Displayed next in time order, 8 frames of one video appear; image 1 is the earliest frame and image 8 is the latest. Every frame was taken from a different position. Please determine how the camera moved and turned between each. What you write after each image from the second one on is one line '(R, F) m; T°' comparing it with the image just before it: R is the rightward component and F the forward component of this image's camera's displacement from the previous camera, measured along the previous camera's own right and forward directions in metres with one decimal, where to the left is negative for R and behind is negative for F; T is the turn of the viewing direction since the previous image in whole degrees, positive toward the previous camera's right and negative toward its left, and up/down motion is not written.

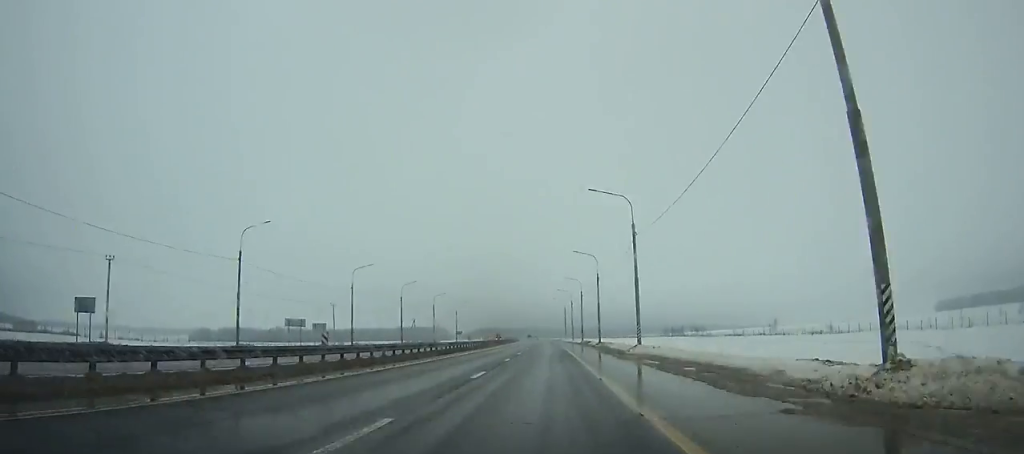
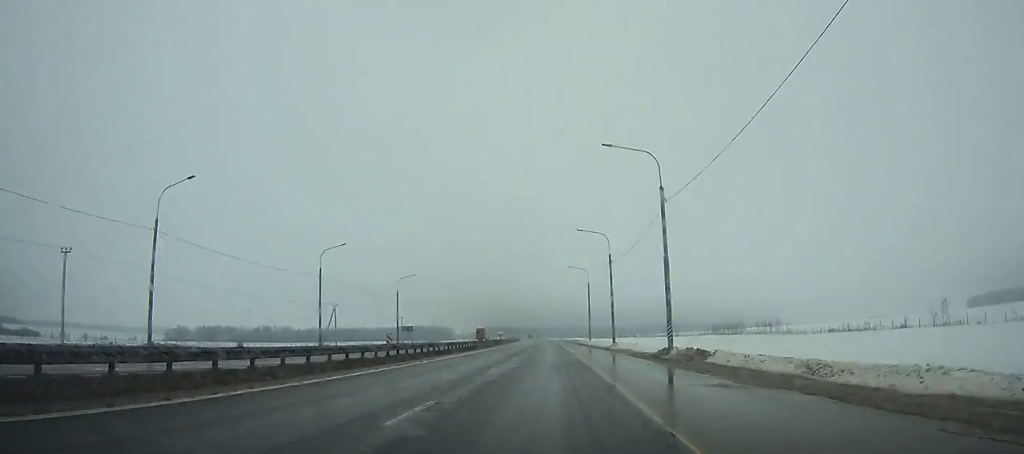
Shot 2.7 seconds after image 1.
(-0.7, +70.0) m; -1°
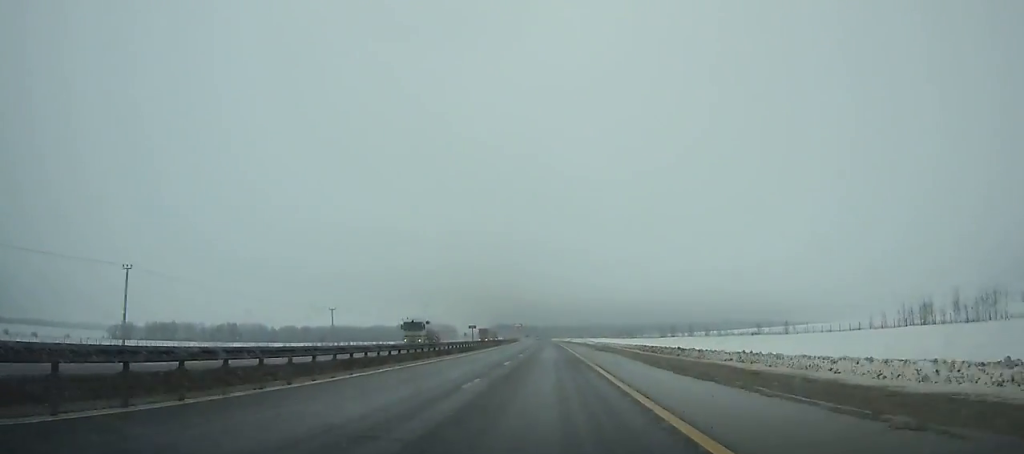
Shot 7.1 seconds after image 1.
(-1.5, +114.0) m; -2°
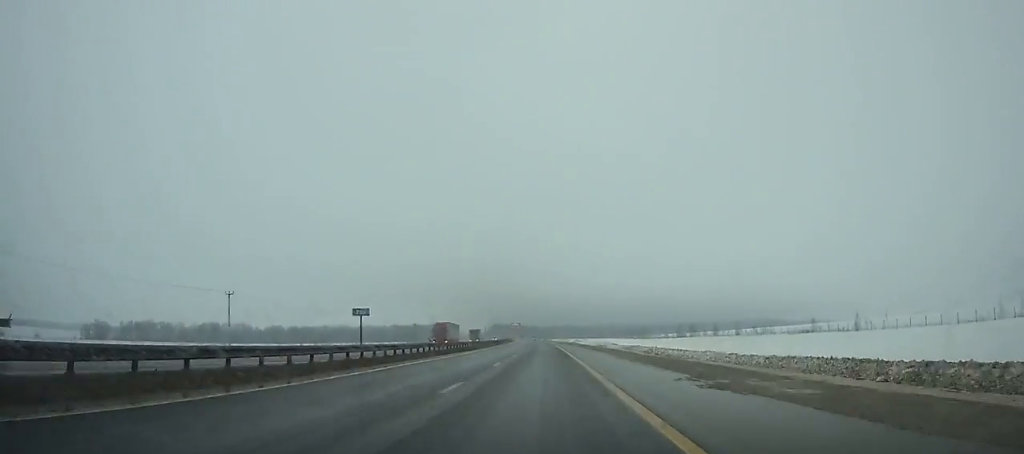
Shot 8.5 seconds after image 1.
(+0.1, +36.3) m; -1°
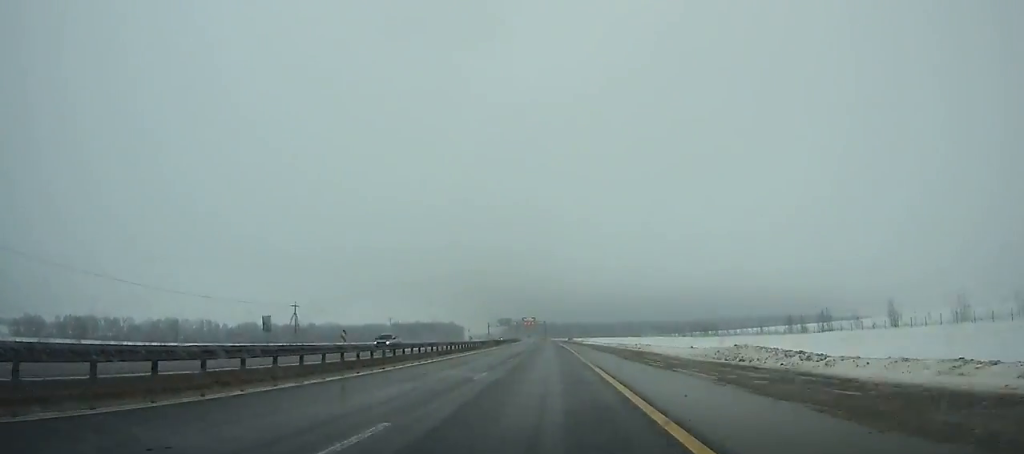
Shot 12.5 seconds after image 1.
(-1.9, +104.0) m; -2°
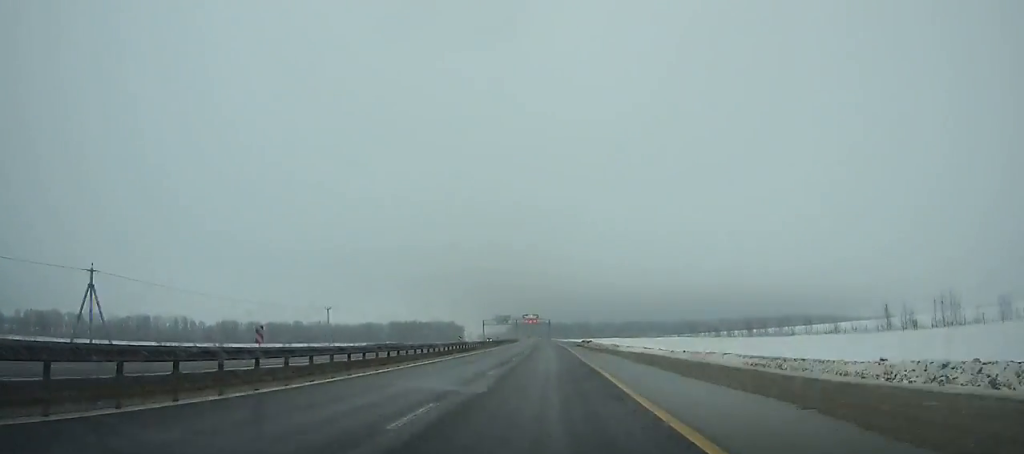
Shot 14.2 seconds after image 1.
(-0.2, +44.2) m; -1°
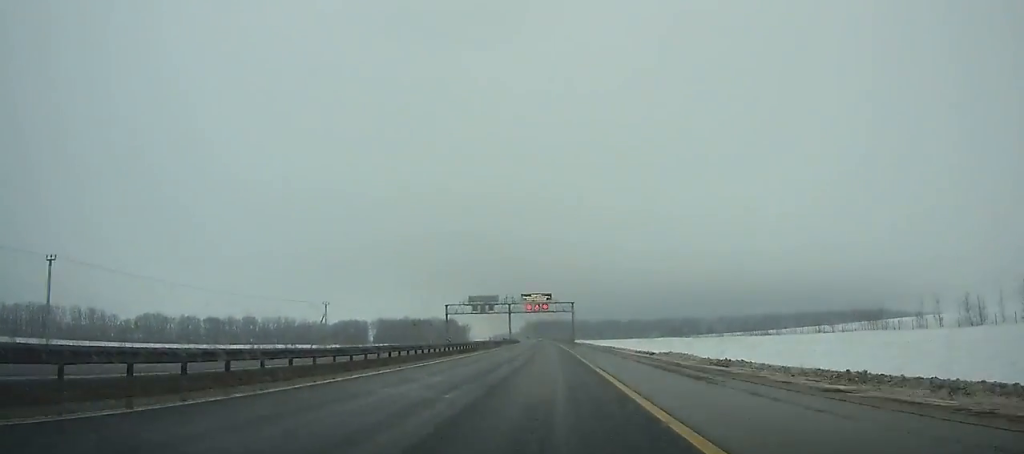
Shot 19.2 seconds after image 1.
(-2.5, +130.0) m; -2°
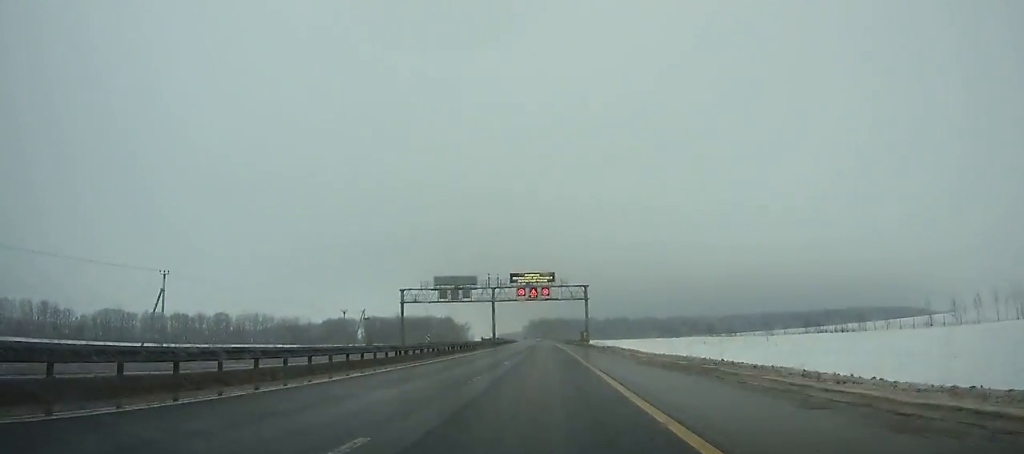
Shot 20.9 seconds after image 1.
(-0.2, +44.1) m; -1°
